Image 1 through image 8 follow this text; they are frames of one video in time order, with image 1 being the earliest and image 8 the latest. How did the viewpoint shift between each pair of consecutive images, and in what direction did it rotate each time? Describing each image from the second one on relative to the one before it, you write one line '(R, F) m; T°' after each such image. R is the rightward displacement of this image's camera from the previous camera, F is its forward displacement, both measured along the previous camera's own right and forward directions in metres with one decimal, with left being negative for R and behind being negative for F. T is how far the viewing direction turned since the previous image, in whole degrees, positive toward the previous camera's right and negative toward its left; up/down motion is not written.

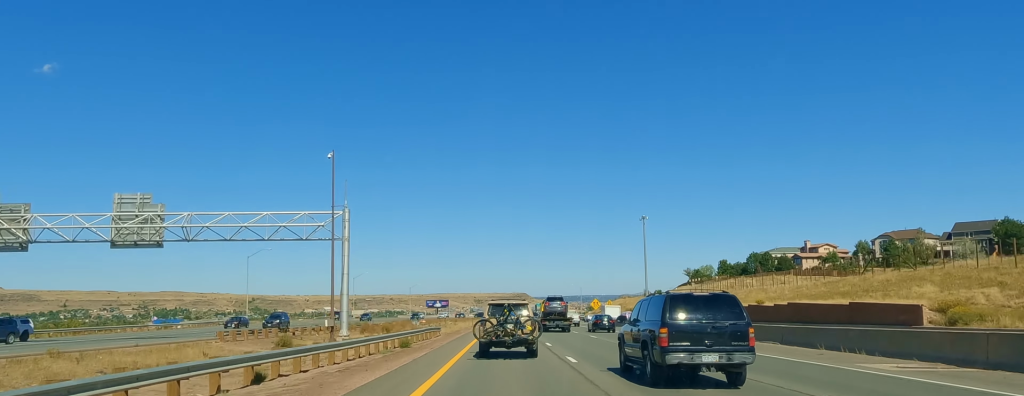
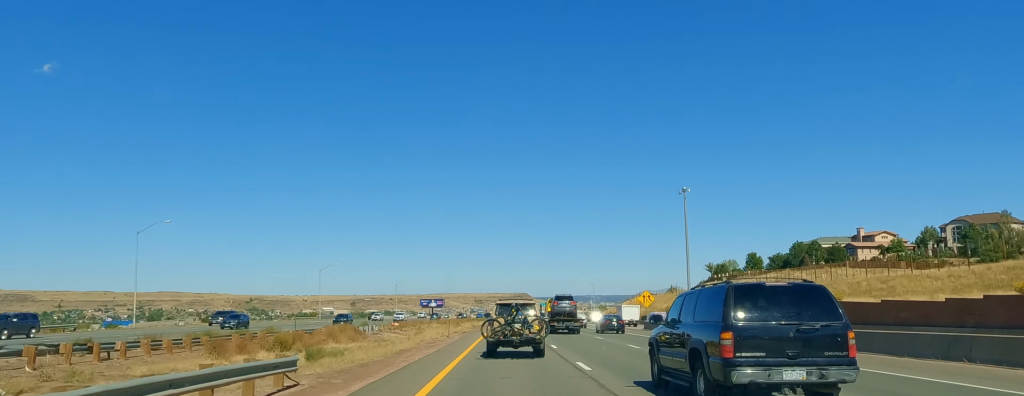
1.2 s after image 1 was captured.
(0.0, +38.7) m; 0°
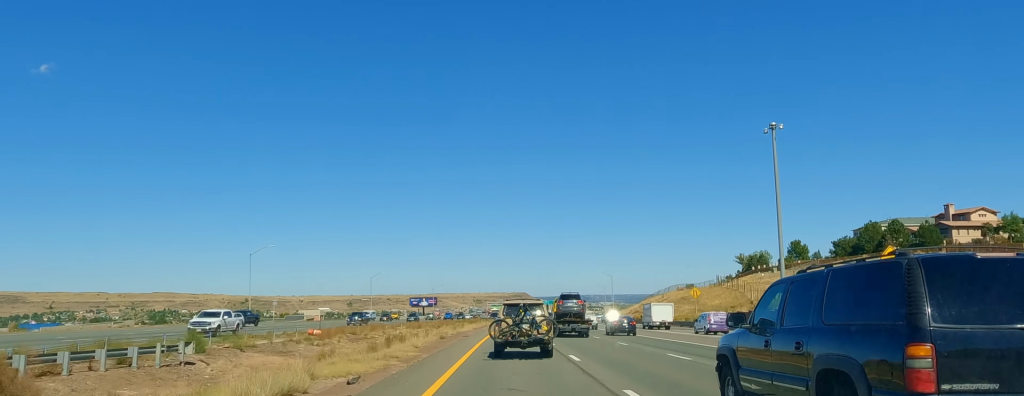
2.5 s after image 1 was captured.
(-0.7, +45.4) m; +1°
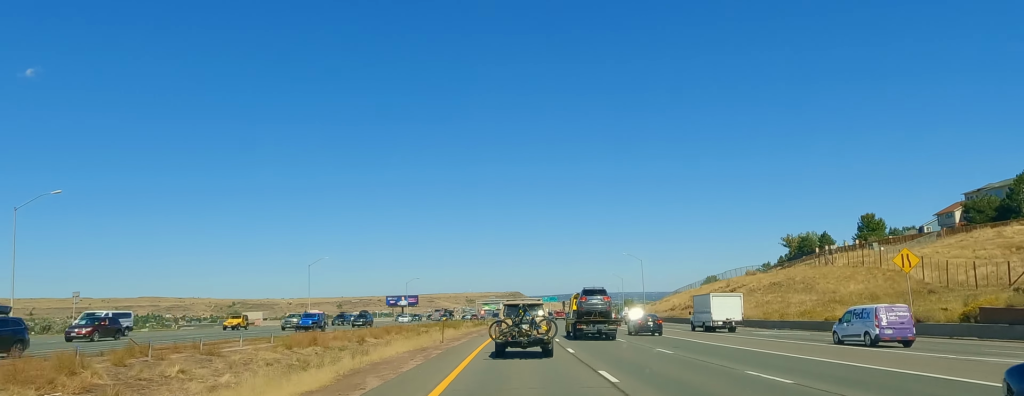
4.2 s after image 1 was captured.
(+1.5, +56.6) m; +1°
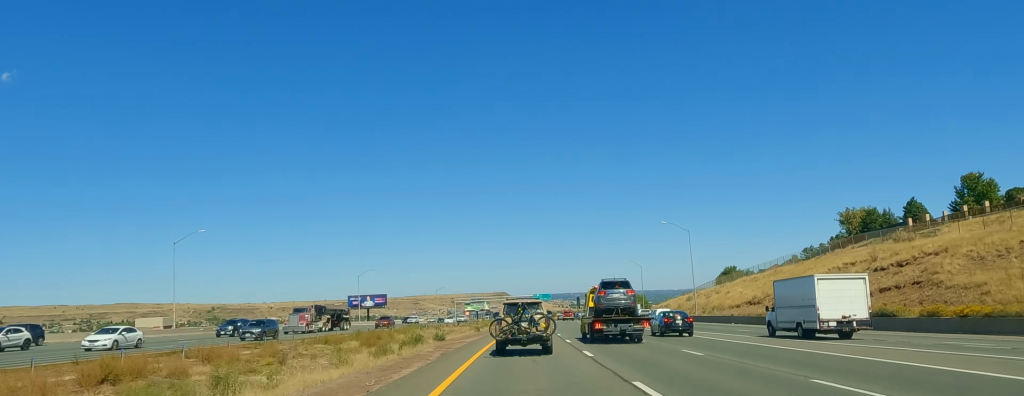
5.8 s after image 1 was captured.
(+0.2, +52.3) m; +1°
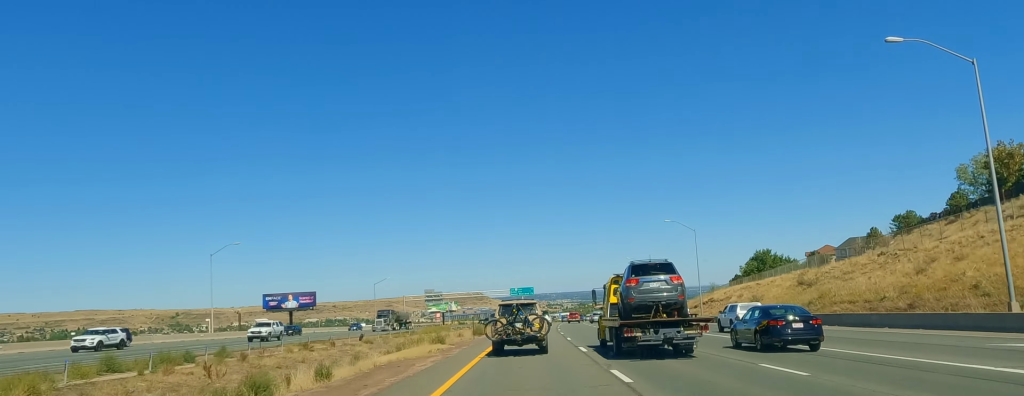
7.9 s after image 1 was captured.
(+1.4, +70.0) m; +2°
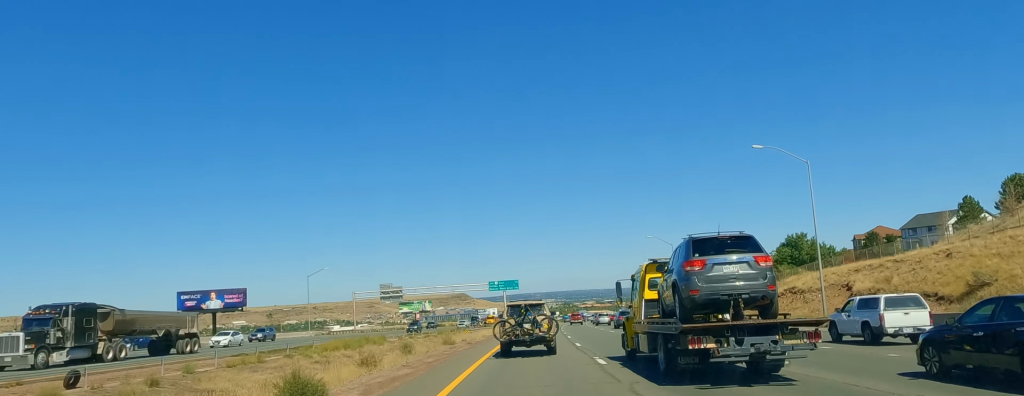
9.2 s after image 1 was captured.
(+0.6, +43.1) m; +1°
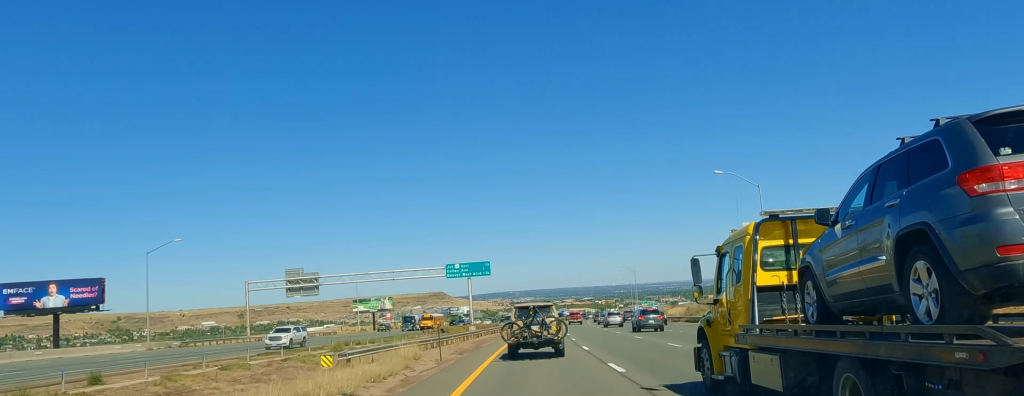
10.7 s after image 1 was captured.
(+0.4, +50.4) m; +1°
